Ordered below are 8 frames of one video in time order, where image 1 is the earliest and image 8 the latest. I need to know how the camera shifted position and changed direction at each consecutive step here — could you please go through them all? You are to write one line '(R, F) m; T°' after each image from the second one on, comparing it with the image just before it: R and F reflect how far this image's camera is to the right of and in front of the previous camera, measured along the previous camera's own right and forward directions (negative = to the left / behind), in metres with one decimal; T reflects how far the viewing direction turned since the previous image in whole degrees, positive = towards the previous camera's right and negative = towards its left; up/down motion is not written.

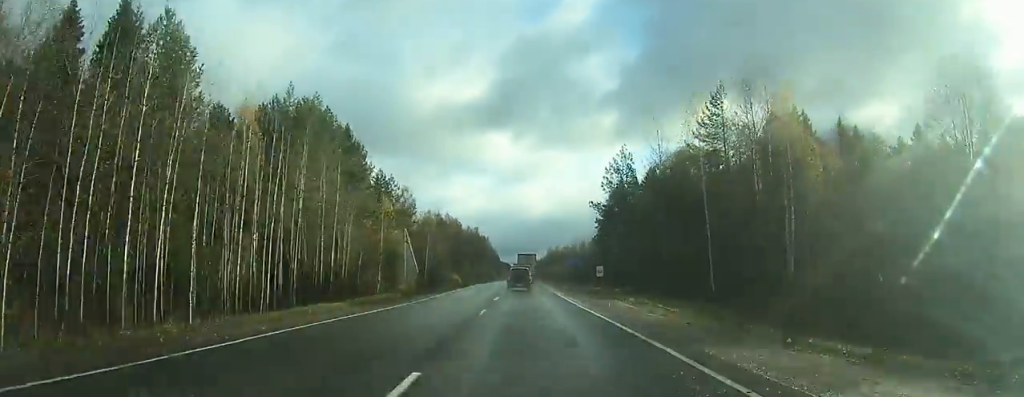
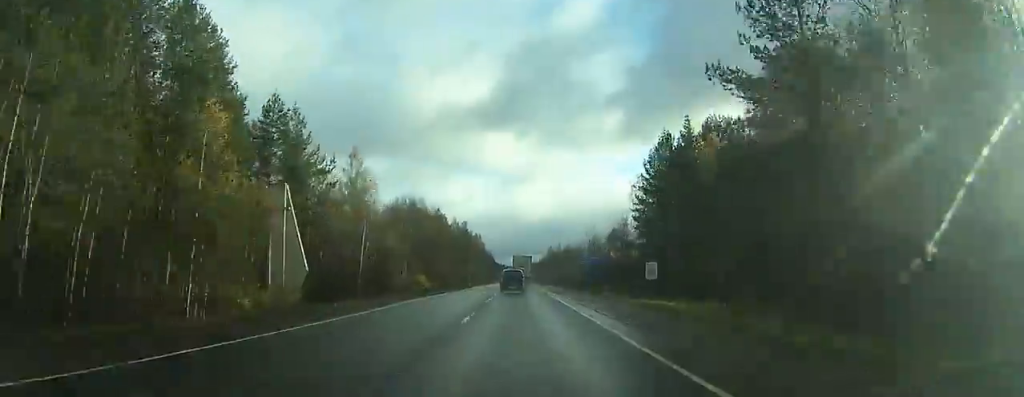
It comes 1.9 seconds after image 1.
(+0.1, +37.9) m; 0°
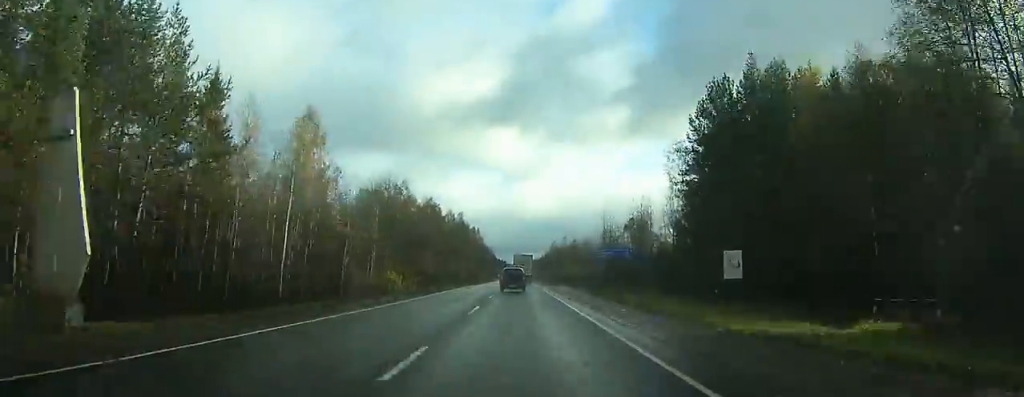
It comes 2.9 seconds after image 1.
(0.0, +20.0) m; 0°
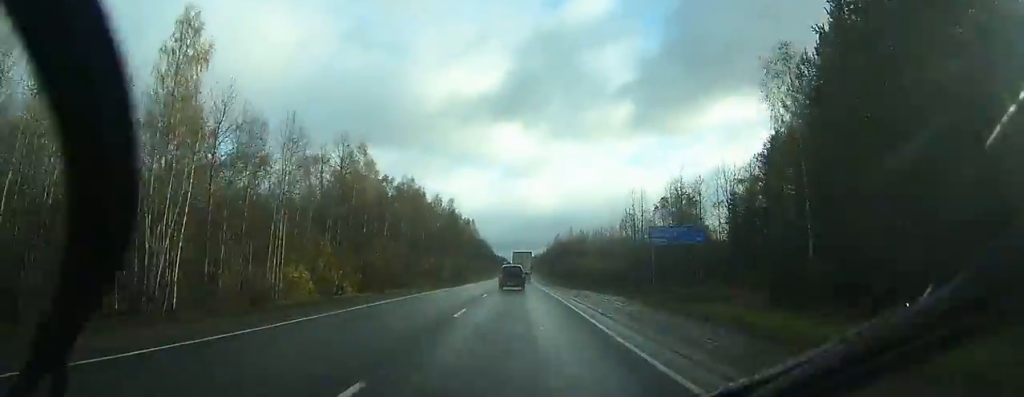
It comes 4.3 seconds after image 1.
(-0.2, +27.4) m; -1°
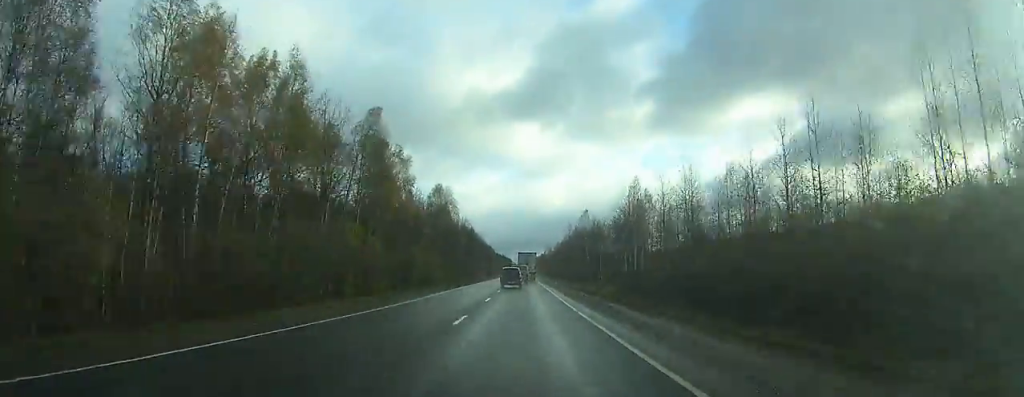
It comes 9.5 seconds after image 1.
(-0.9, +100.1) m; 0°
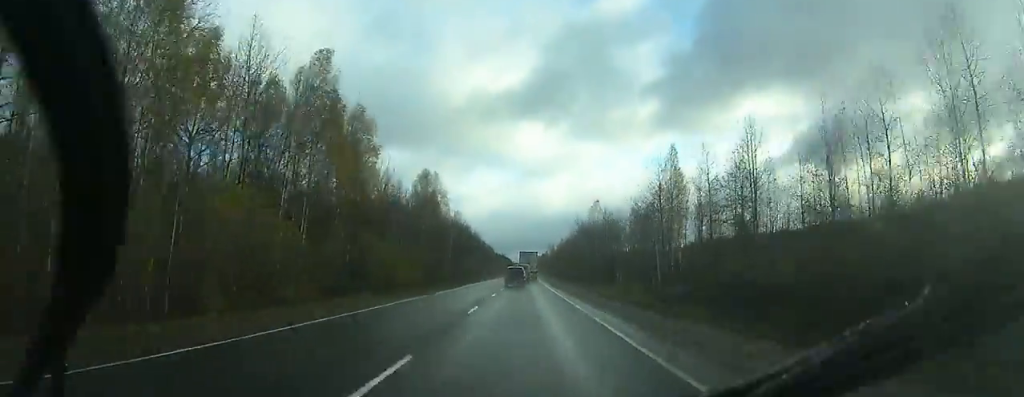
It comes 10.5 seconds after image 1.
(+0.1, +20.9) m; 0°
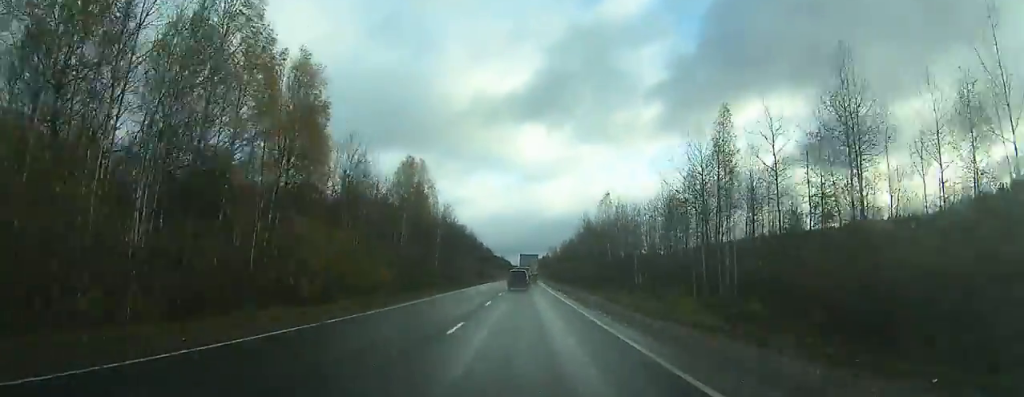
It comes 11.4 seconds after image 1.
(-0.1, +17.5) m; 0°
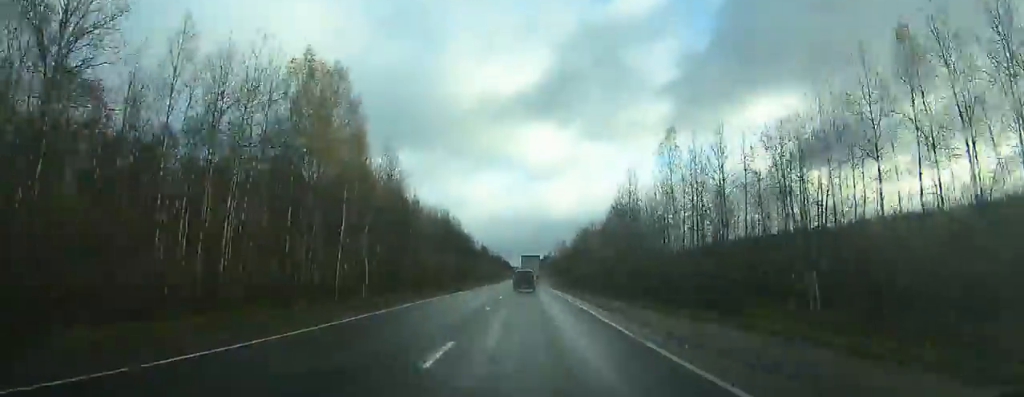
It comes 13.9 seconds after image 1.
(-0.1, +51.0) m; 0°
